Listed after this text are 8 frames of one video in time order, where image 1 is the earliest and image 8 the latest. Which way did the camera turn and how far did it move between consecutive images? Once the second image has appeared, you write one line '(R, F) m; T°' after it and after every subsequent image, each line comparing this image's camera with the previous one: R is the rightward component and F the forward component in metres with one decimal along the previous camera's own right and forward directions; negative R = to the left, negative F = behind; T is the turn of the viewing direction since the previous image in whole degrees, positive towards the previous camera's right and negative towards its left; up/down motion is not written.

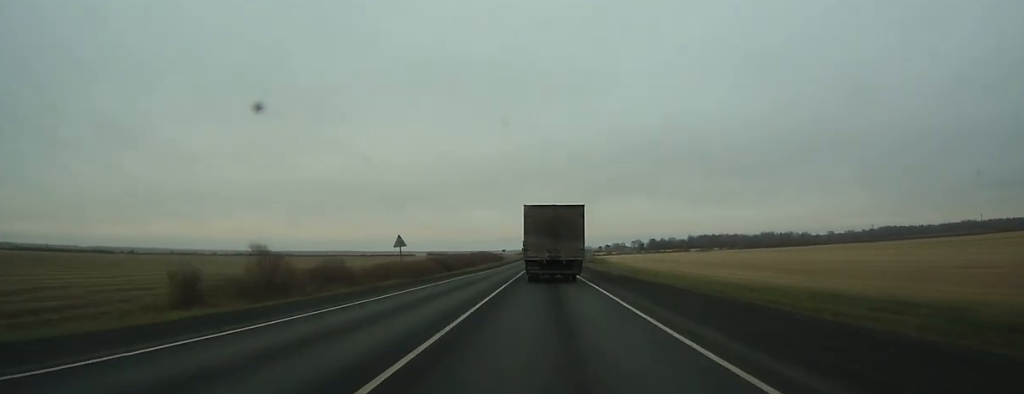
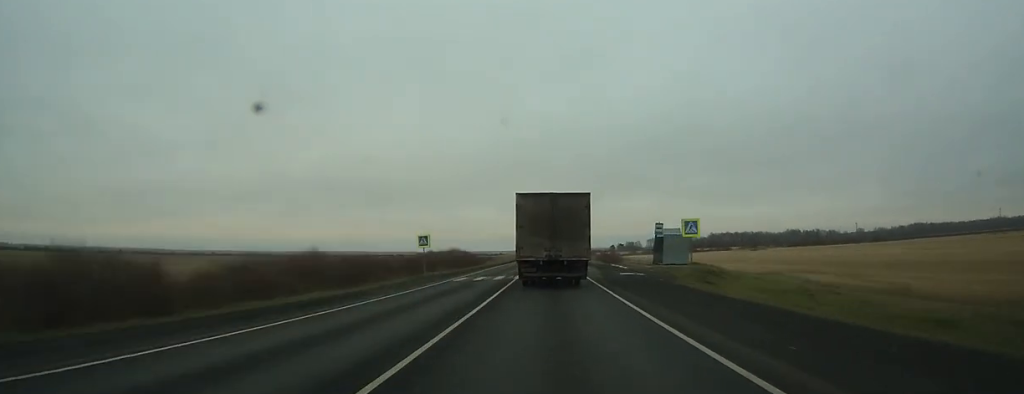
(+0.1, +90.2) m; 0°
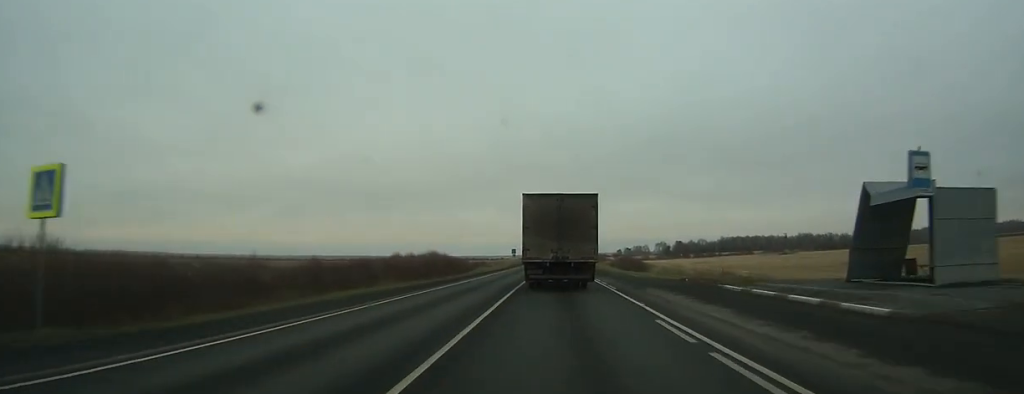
(-0.2, +34.7) m; 0°
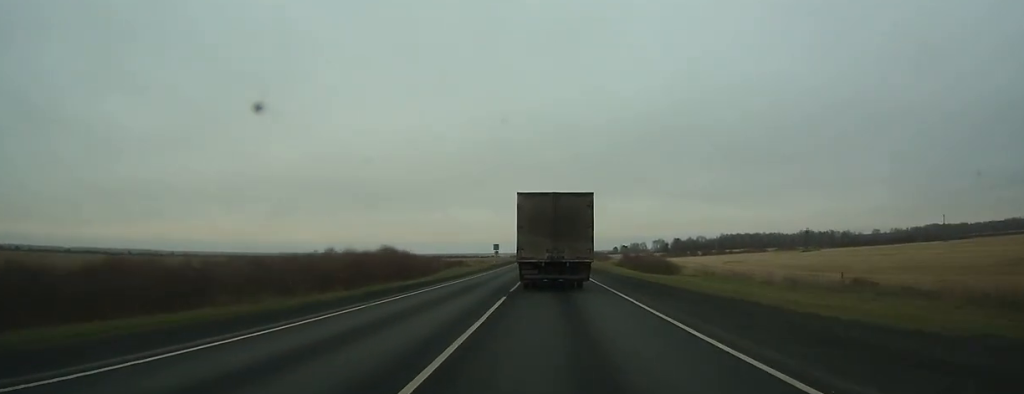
(-0.1, +30.3) m; 0°
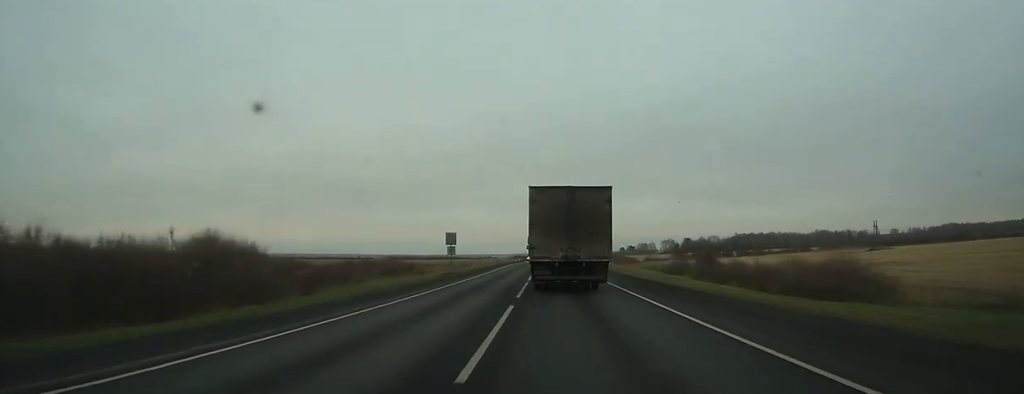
(0.0, +50.8) m; 0°
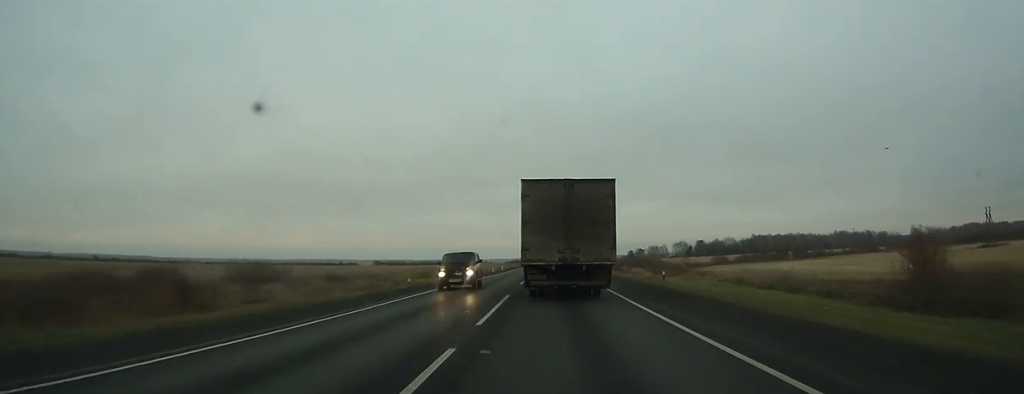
(+0.1, +54.6) m; 0°
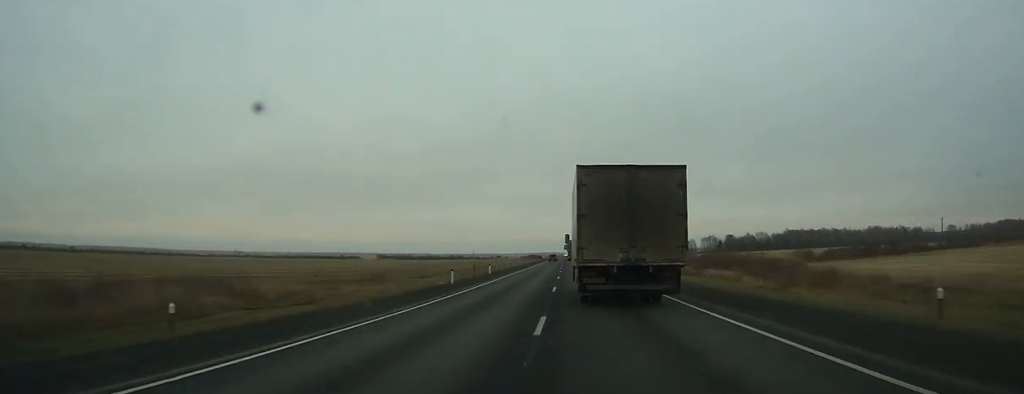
(-0.3, +44.1) m; -1°
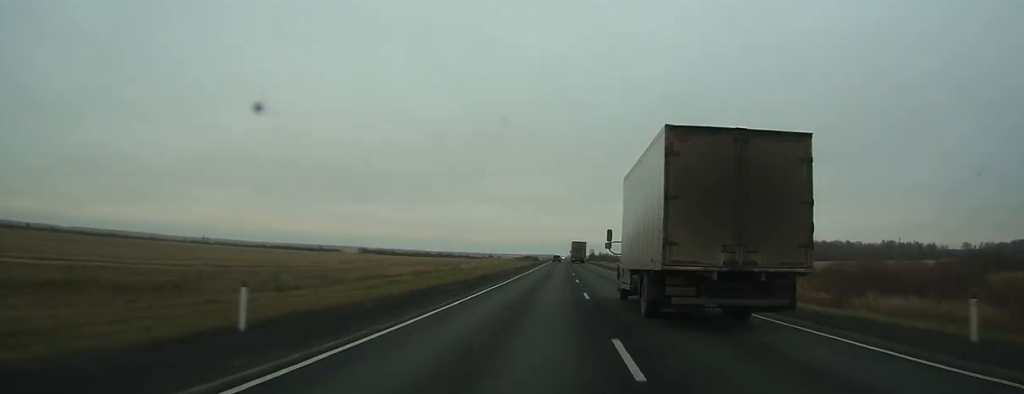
(-0.3, +39.7) m; 0°
